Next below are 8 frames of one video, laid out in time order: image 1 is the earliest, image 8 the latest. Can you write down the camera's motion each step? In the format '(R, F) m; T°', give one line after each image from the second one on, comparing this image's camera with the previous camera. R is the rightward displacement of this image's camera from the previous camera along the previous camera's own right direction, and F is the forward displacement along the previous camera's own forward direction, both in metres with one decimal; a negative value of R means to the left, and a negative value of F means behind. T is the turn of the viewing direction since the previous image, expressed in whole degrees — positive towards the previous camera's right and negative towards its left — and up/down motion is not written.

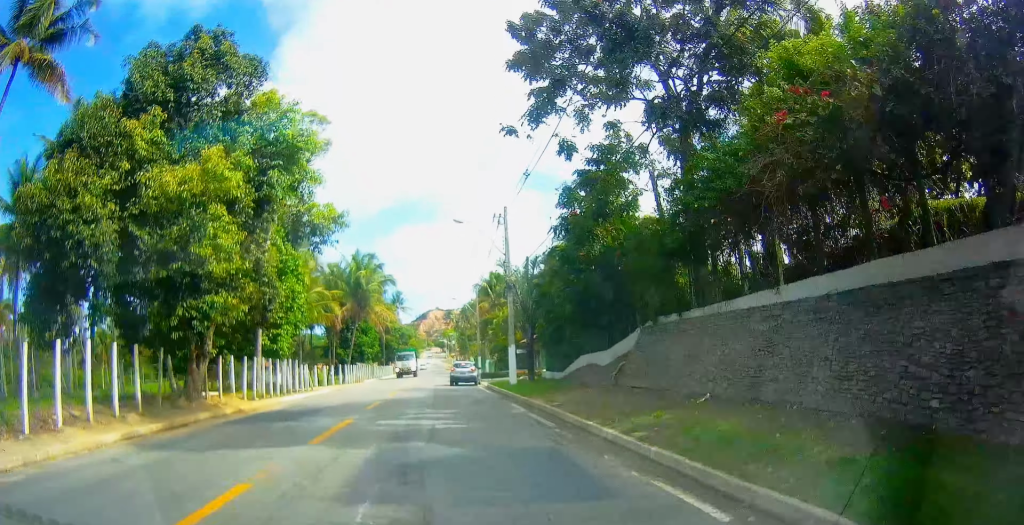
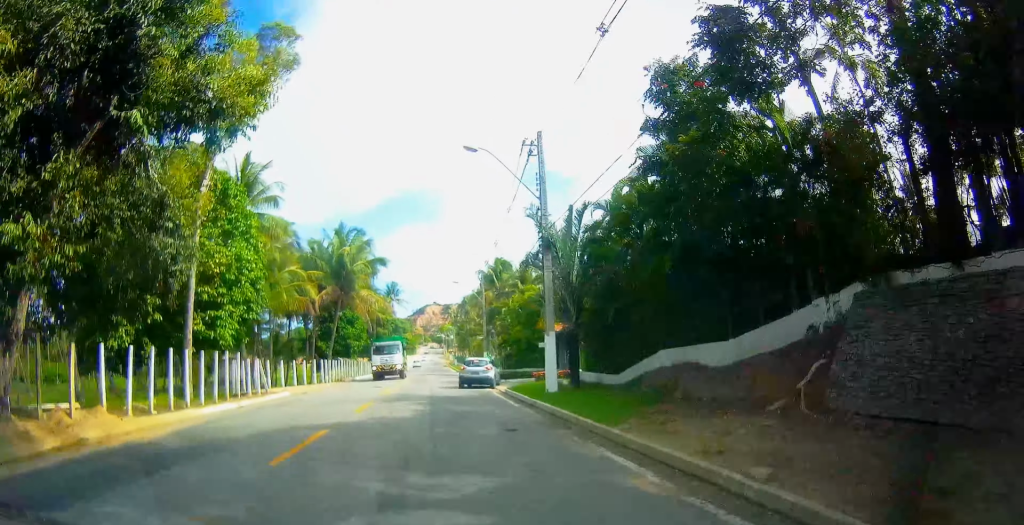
(0.0, +10.6) m; -1°
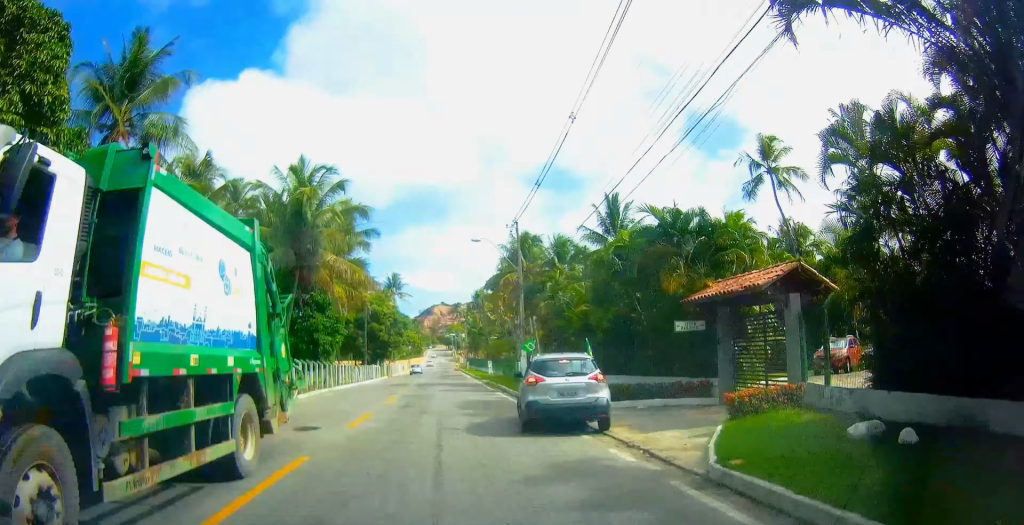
(-0.2, +19.4) m; +1°
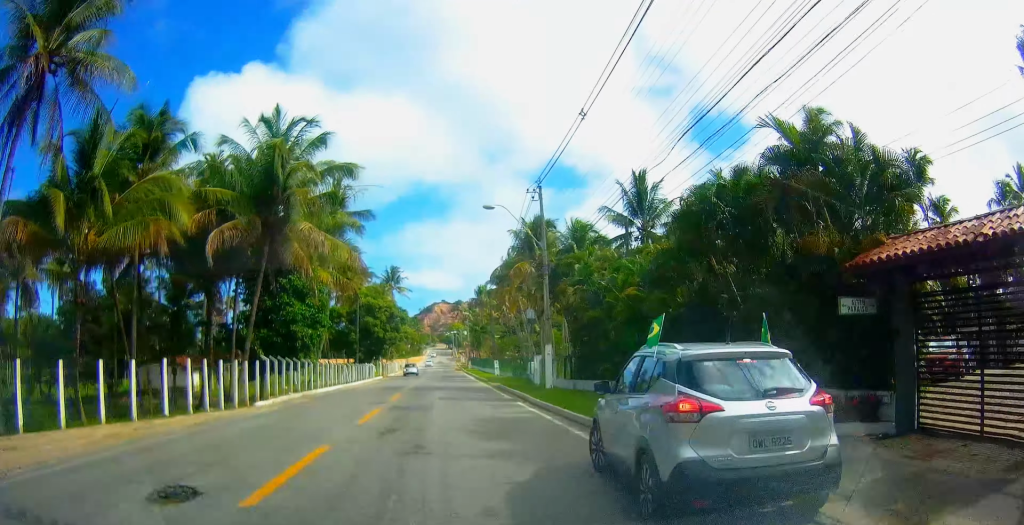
(+0.1, +7.0) m; +1°
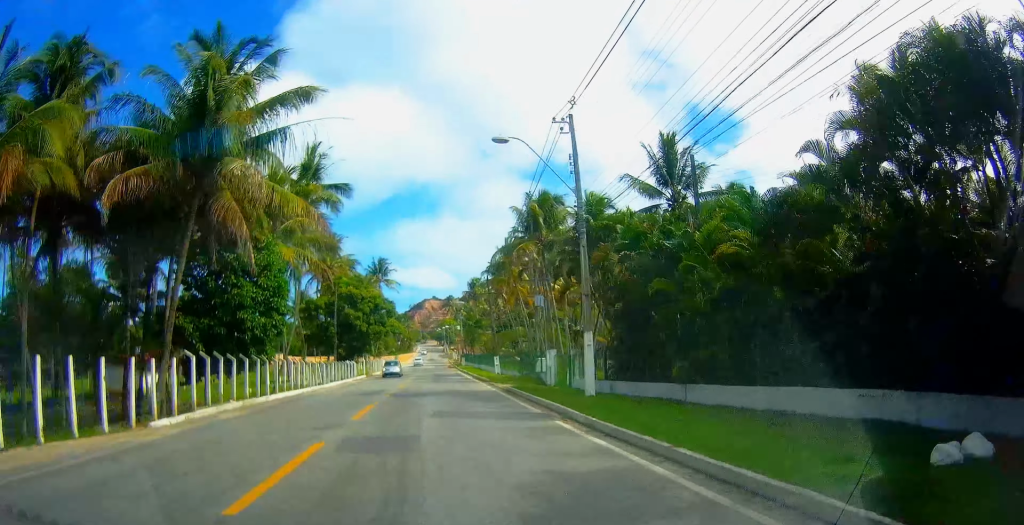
(0.0, +8.3) m; 0°
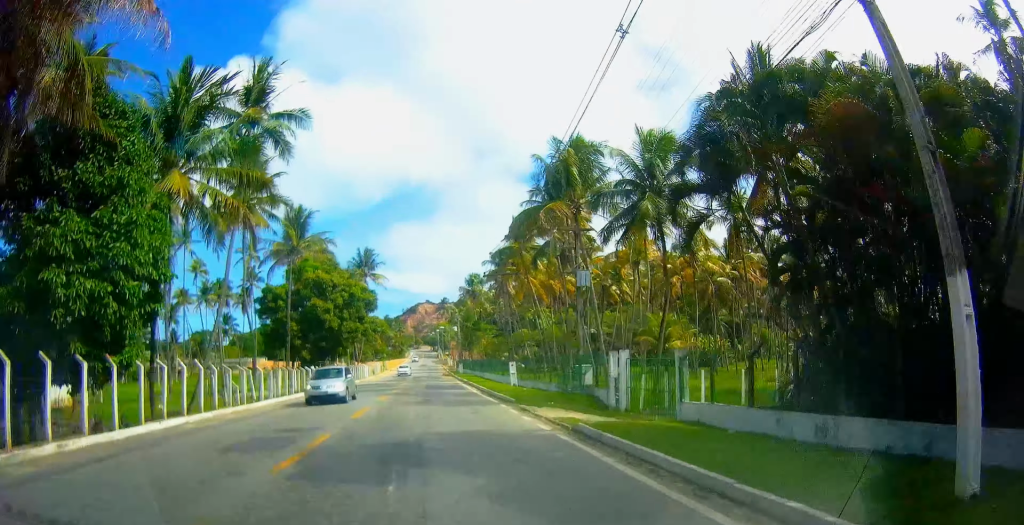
(0.0, +14.3) m; -1°
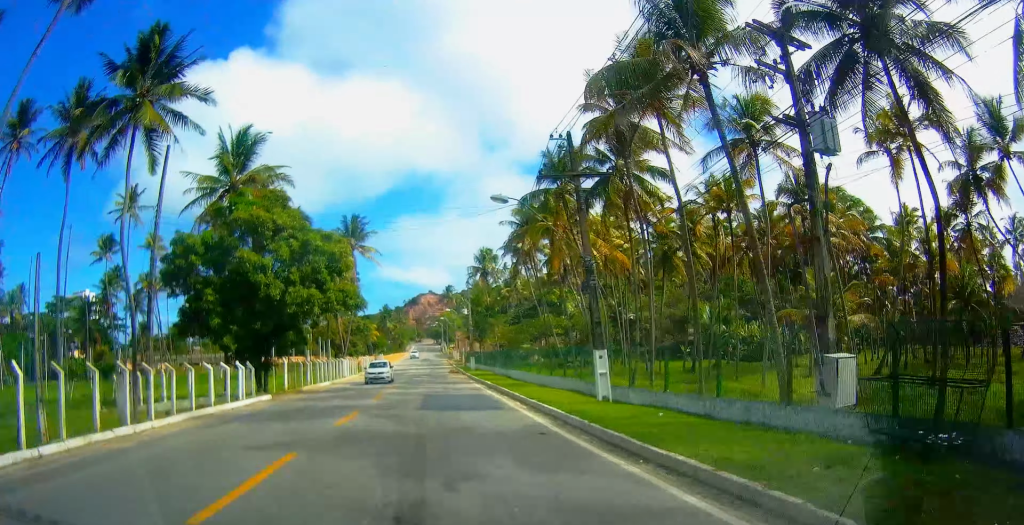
(-0.3, +18.8) m; -1°
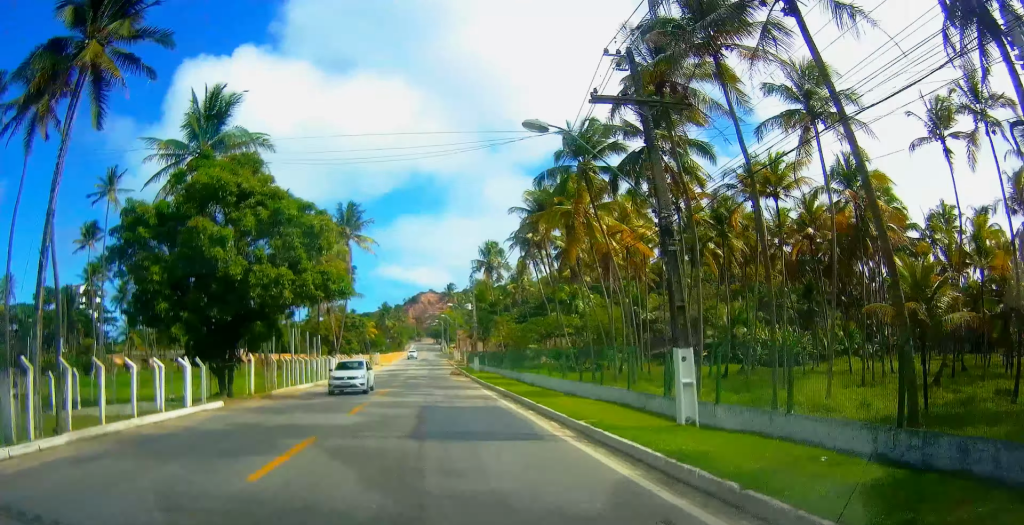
(0.0, +6.1) m; +1°
